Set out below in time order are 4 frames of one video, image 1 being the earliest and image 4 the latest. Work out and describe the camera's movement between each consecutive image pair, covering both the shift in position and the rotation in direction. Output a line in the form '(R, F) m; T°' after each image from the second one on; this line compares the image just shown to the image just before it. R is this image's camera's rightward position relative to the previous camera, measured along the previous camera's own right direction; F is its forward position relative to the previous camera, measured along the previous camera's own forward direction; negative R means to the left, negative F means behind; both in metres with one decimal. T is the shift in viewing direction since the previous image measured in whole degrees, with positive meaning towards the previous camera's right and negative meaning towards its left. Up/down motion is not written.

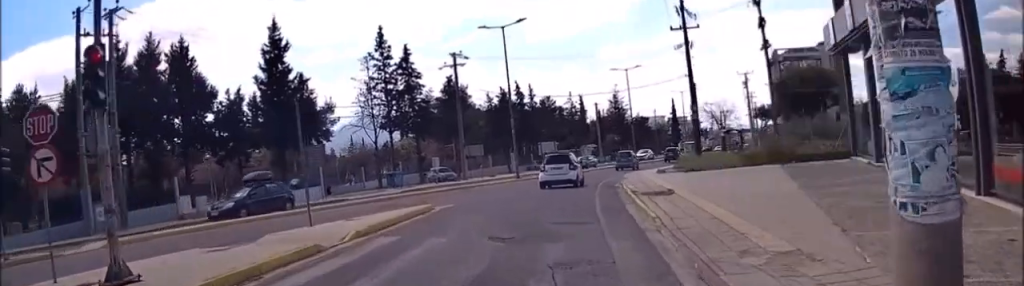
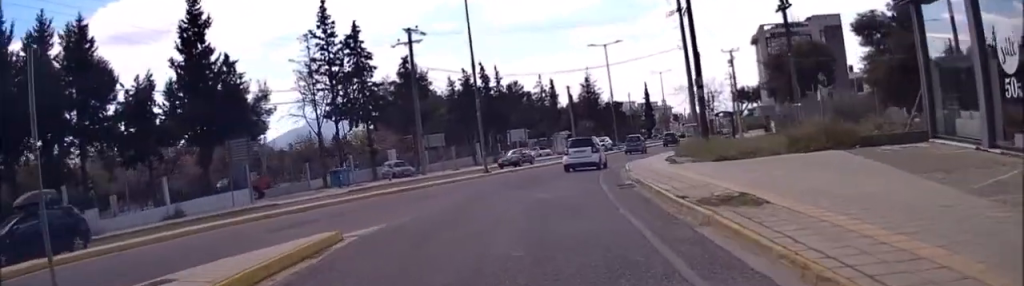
(-0.2, +8.6) m; 0°
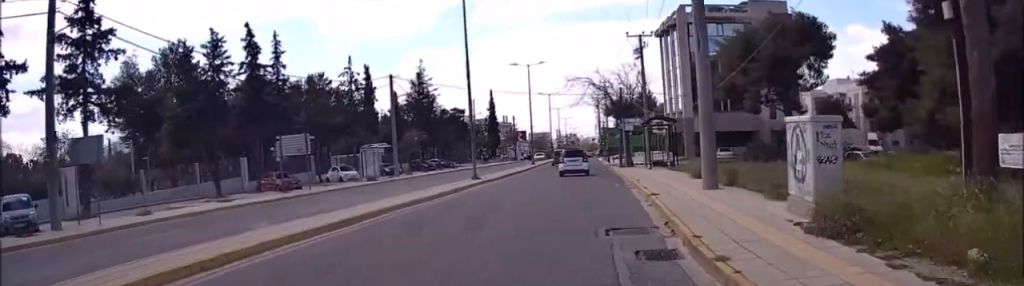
(+2.9, +30.0) m; +13°
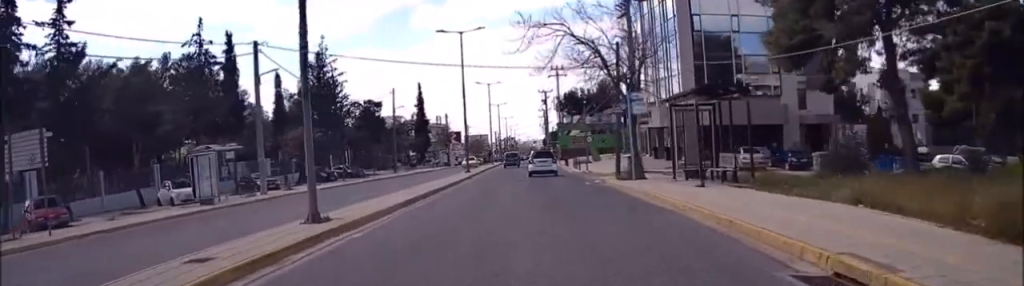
(+0.9, +18.0) m; +6°
